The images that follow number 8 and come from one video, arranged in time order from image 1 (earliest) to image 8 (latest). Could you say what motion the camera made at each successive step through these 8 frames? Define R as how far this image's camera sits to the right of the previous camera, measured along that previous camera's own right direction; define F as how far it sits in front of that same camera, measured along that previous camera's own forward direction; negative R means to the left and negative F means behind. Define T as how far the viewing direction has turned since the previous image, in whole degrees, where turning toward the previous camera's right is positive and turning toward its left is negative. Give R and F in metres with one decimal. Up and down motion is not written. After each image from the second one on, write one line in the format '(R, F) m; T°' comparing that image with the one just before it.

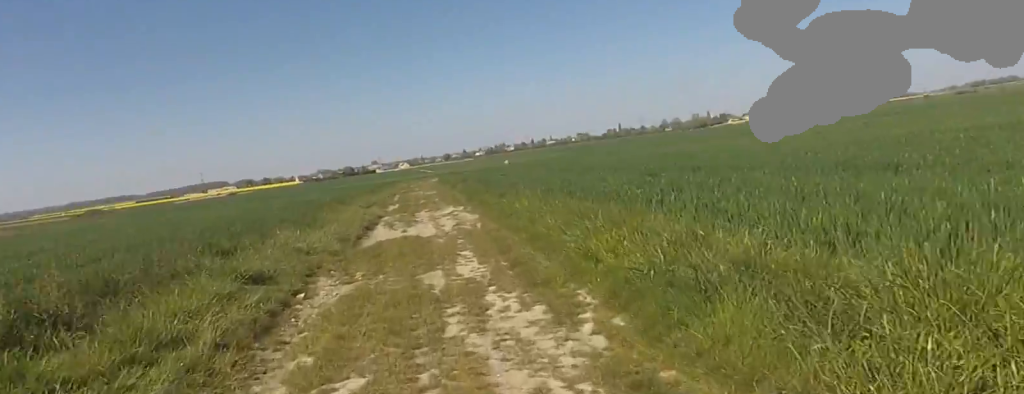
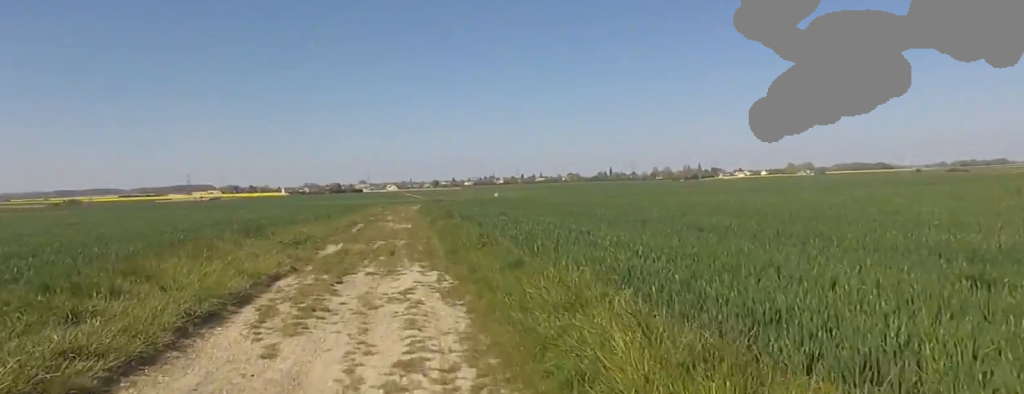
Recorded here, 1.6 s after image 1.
(0.0, +9.6) m; +8°
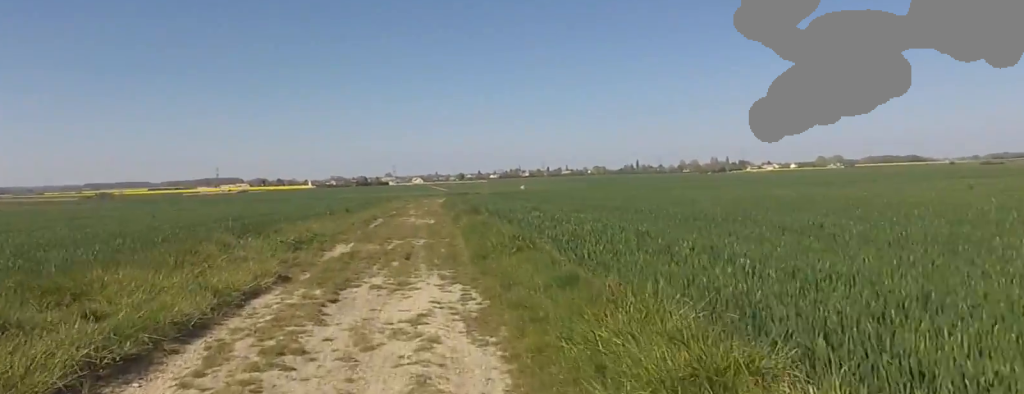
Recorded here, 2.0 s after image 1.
(-0.4, +2.5) m; +6°
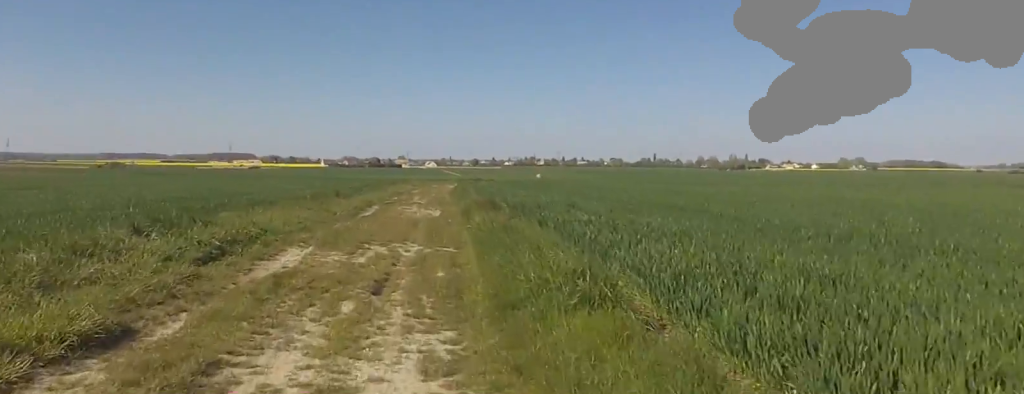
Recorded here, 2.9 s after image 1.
(+1.3, +4.7) m; -7°
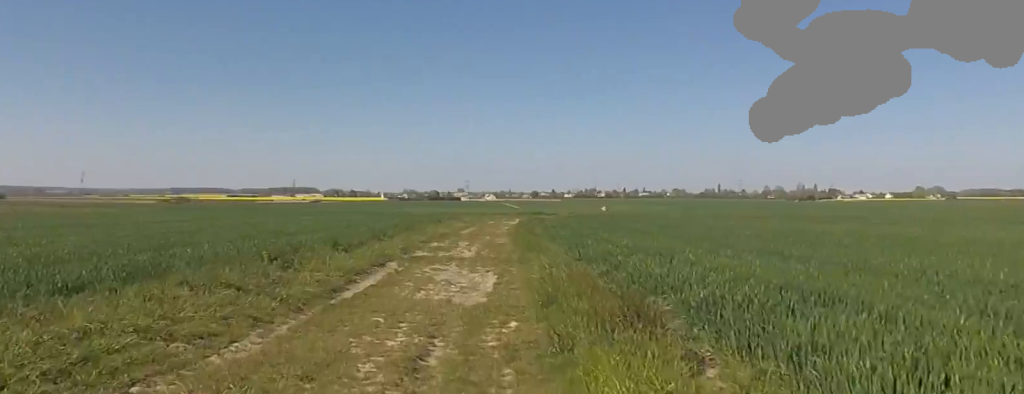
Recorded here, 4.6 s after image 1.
(-2.0, +8.6) m; -8°
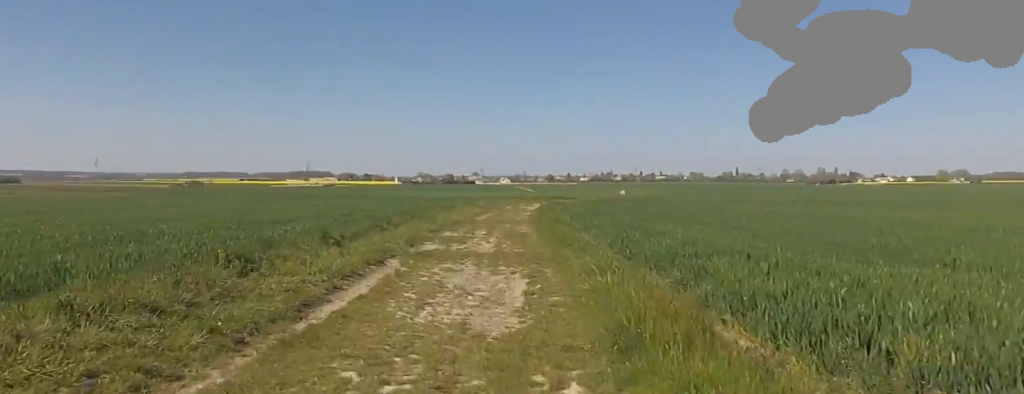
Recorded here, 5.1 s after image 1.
(+0.3, +2.9) m; +4°
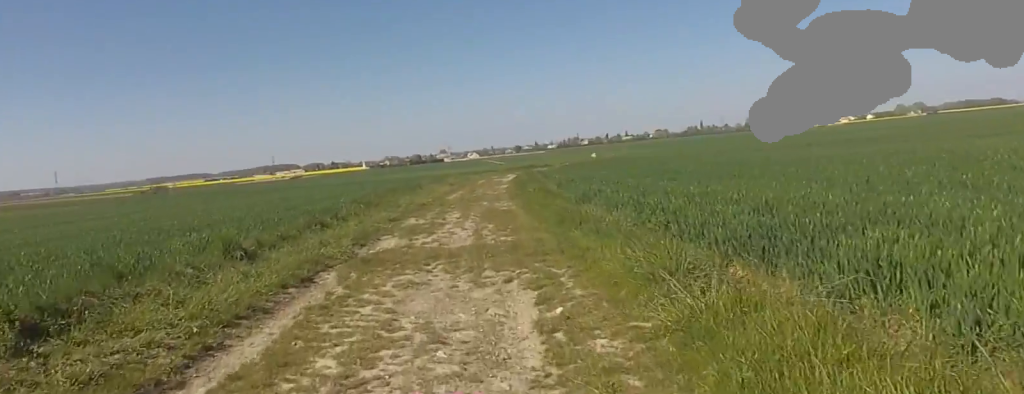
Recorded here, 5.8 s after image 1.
(-0.2, +4.1) m; -3°
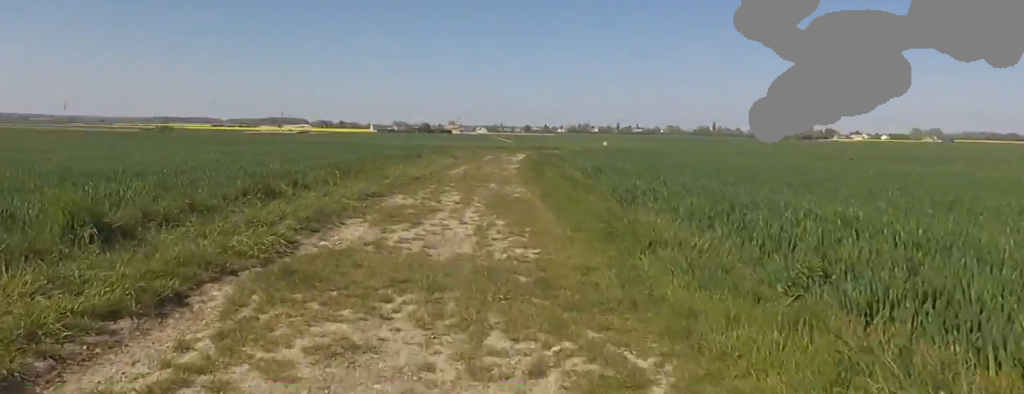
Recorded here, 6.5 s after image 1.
(0.0, +3.7) m; +2°
